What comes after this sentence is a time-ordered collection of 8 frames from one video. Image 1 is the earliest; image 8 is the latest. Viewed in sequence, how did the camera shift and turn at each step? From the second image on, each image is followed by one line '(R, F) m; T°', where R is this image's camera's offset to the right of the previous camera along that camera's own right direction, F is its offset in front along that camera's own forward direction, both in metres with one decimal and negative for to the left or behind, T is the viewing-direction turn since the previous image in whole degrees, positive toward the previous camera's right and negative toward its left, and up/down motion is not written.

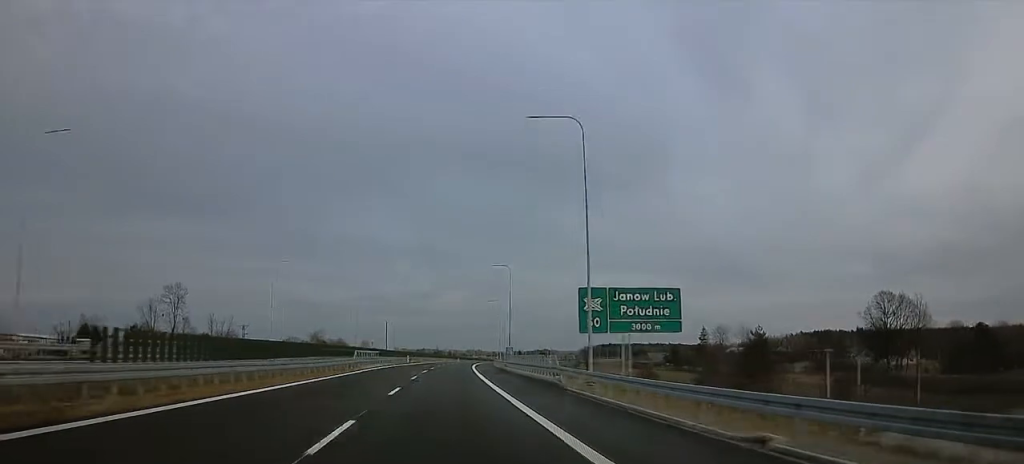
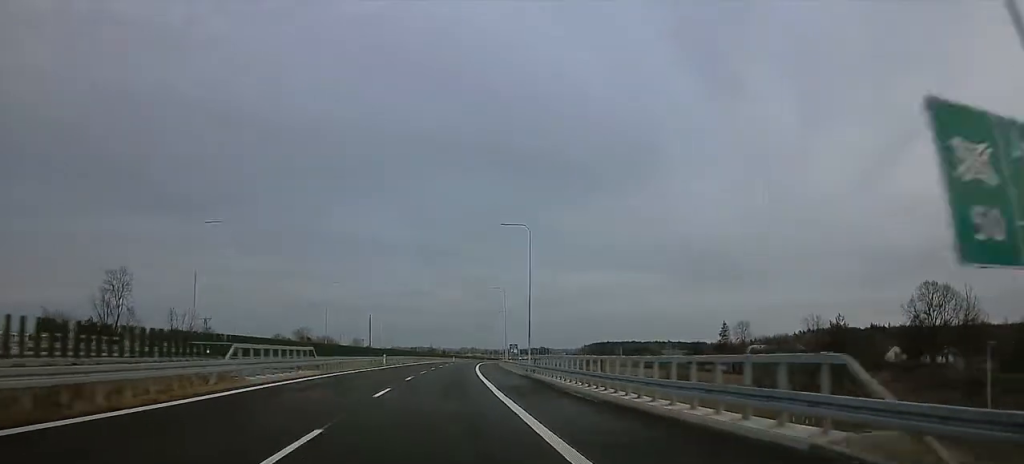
(+0.2, +25.7) m; 0°
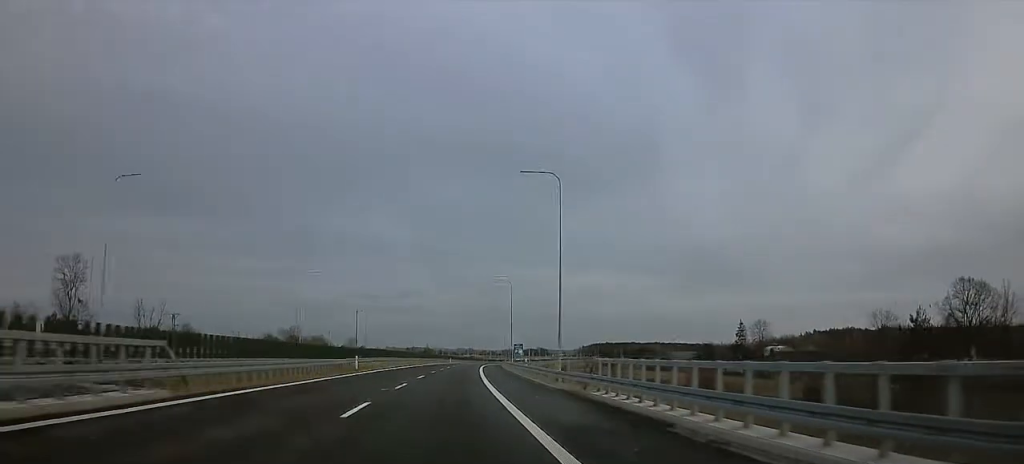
(+0.1, +17.5) m; 0°
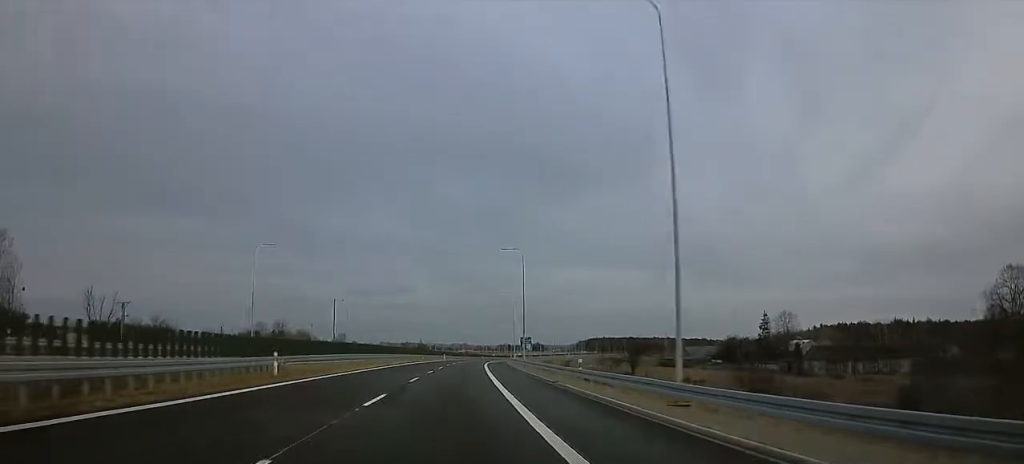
(-0.3, +21.5) m; +1°
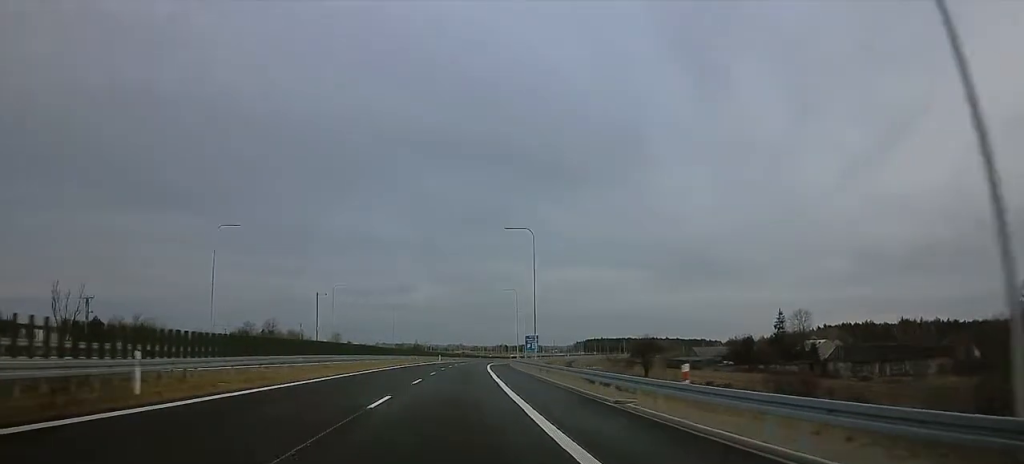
(-0.1, +13.3) m; 0°
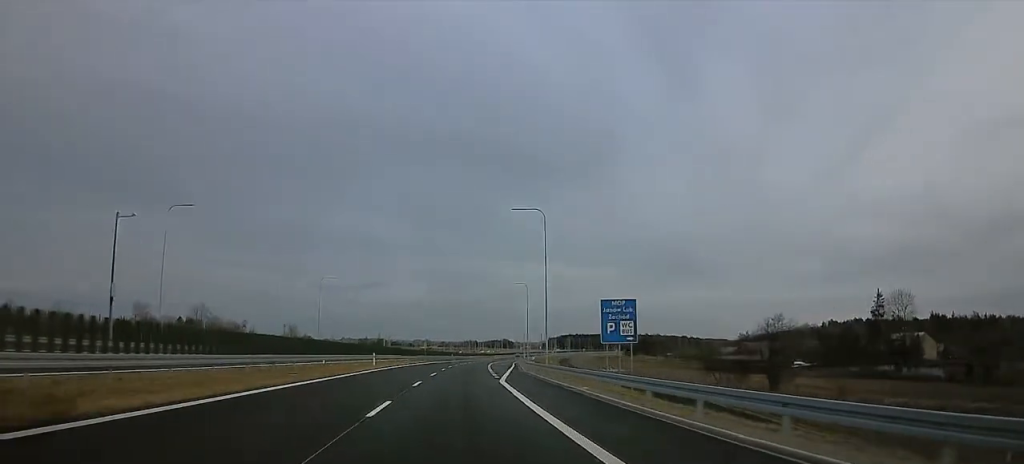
(0.0, +61.6) m; 0°
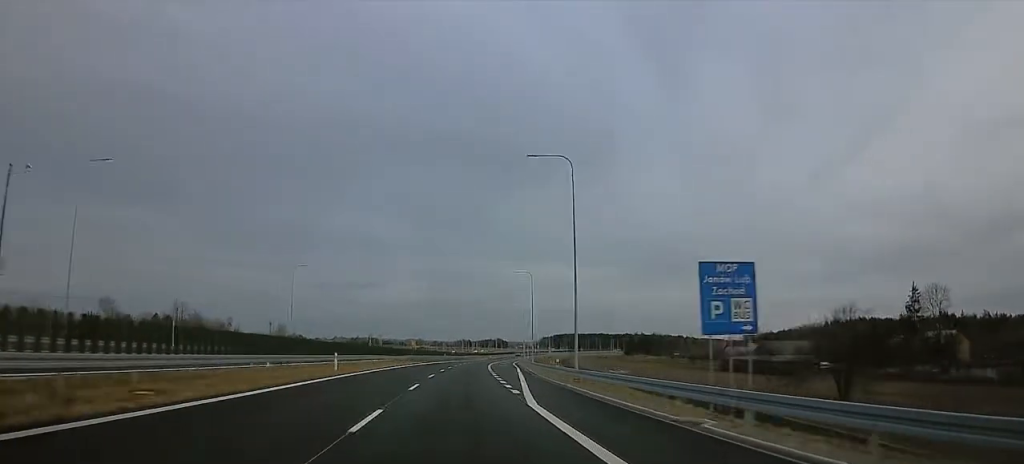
(+0.5, +14.4) m; +1°
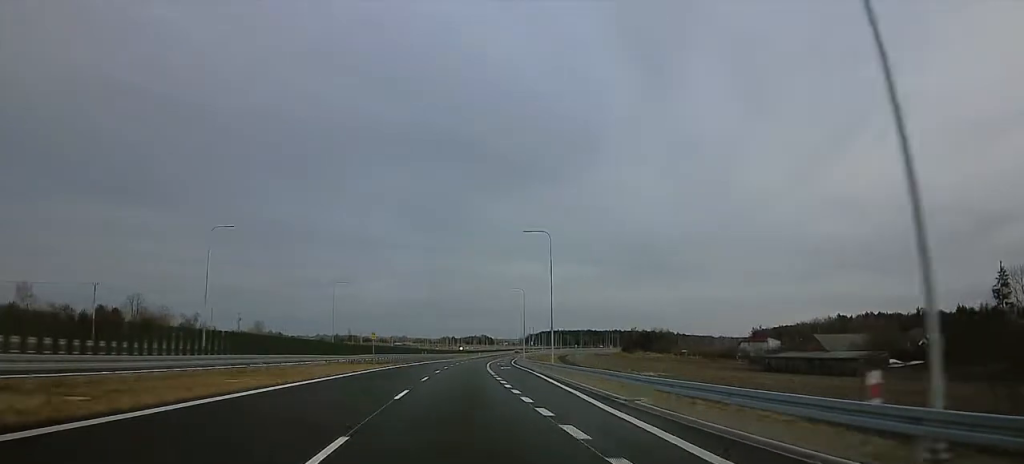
(+0.5, +28.8) m; +3°
